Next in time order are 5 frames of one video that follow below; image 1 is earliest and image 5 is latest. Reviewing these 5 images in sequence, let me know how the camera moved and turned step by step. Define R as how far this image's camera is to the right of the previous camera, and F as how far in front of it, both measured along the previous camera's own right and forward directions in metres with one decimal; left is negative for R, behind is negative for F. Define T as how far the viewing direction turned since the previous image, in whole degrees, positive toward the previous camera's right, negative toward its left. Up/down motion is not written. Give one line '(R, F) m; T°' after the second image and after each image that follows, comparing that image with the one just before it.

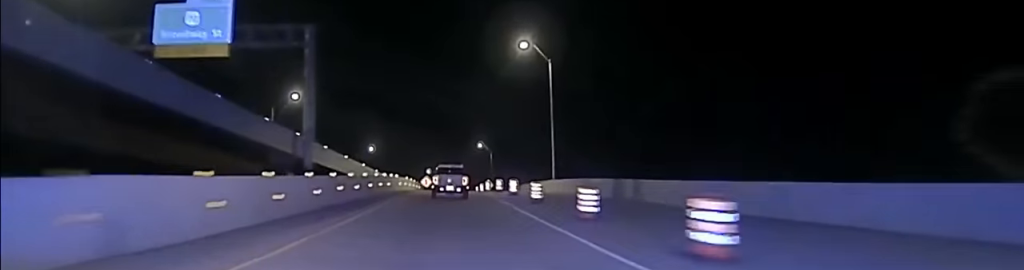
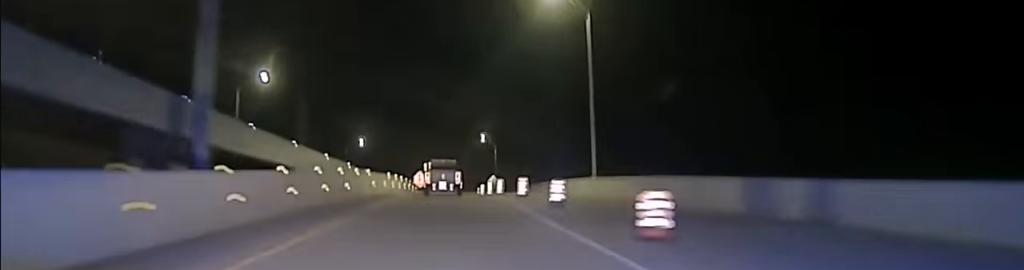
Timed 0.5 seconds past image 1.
(+0.2, +22.9) m; 0°
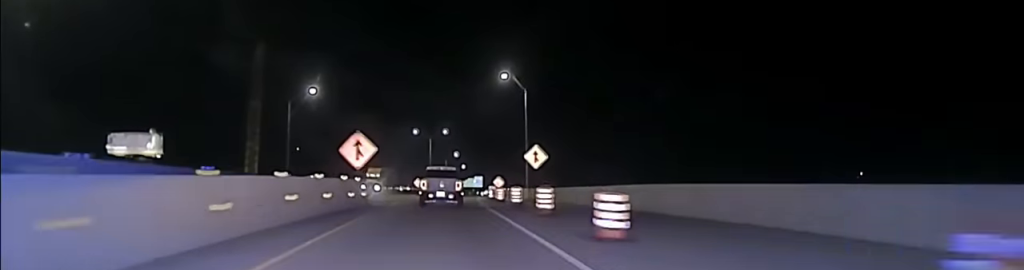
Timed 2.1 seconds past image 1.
(-0.2, +69.8) m; 0°
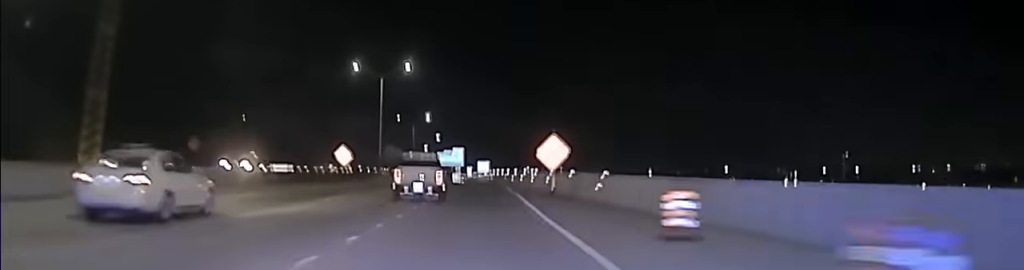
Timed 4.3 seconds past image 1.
(+1.1, +96.9) m; +1°
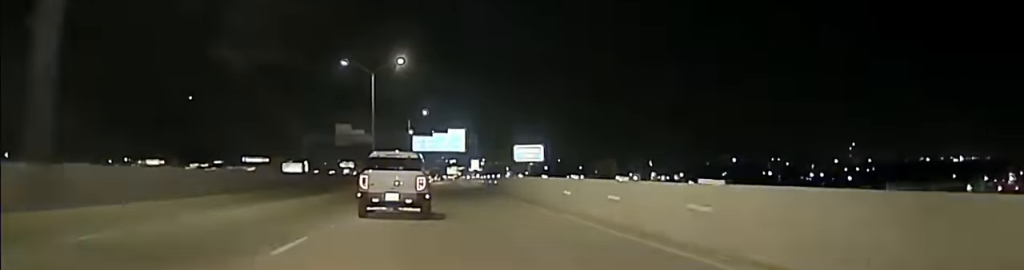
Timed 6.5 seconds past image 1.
(+1.1, +103.3) m; +1°
